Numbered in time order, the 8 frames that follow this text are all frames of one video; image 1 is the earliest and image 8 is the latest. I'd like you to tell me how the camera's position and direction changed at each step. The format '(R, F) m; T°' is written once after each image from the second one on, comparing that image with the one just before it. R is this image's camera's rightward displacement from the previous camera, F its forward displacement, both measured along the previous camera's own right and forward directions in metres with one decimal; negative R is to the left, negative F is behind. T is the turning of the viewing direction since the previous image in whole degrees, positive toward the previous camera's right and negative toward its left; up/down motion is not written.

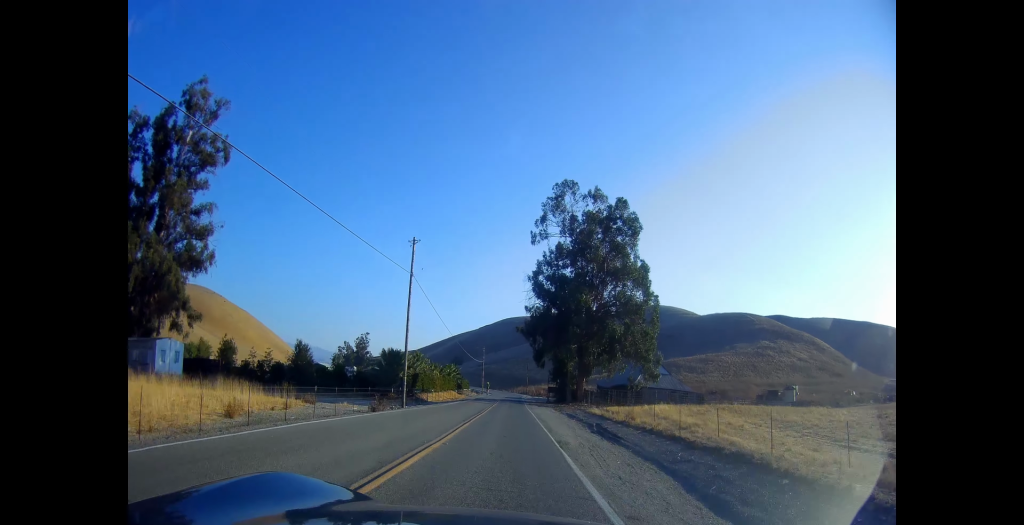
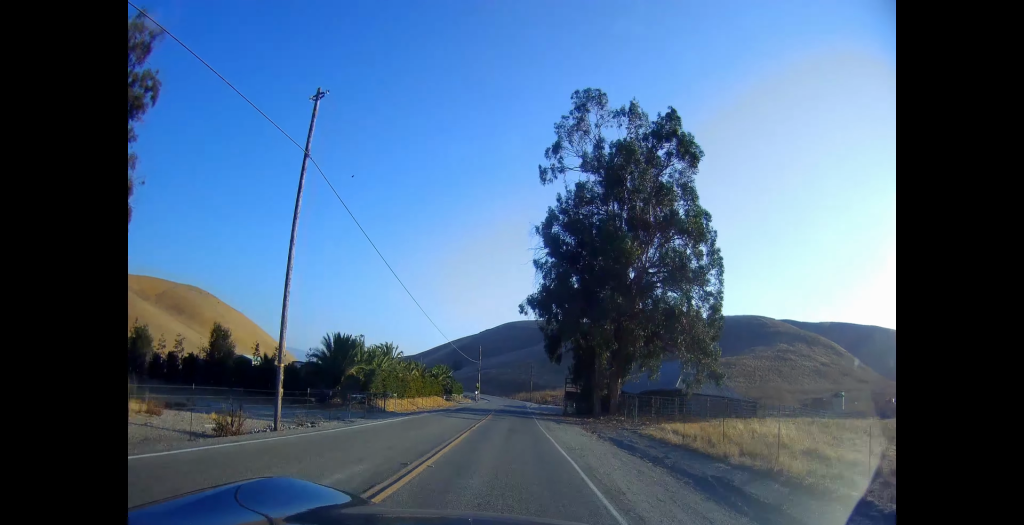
(+0.3, +18.9) m; +1°
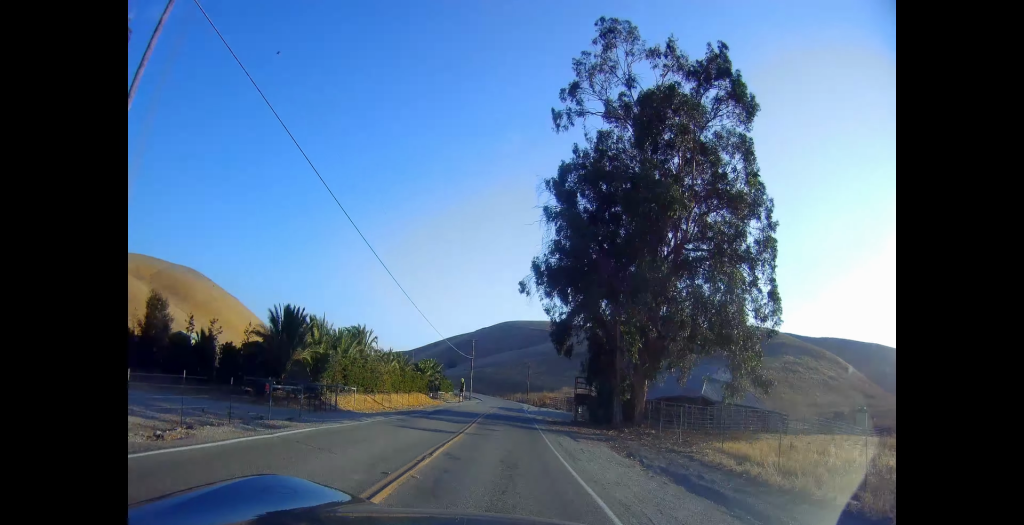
(+0.2, +9.4) m; 0°
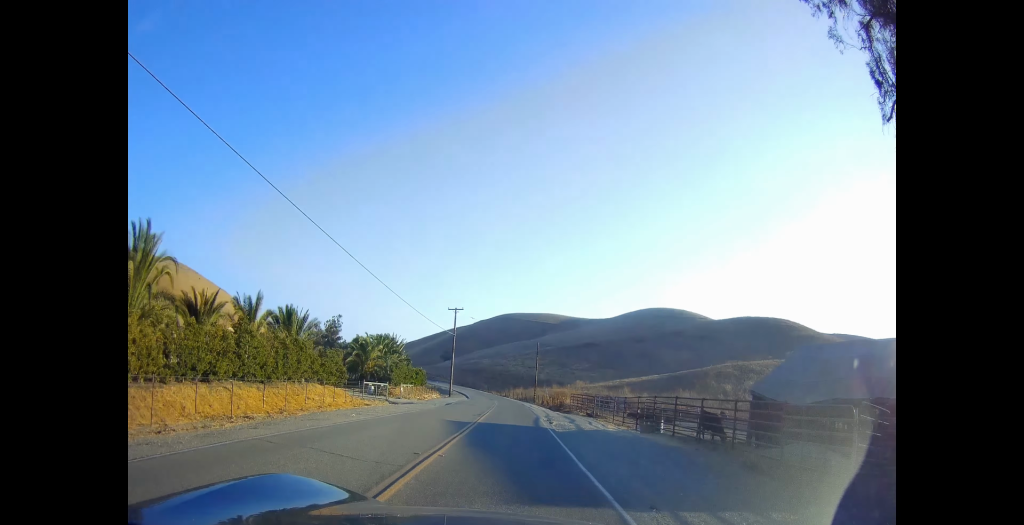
(-0.1, +32.6) m; 0°
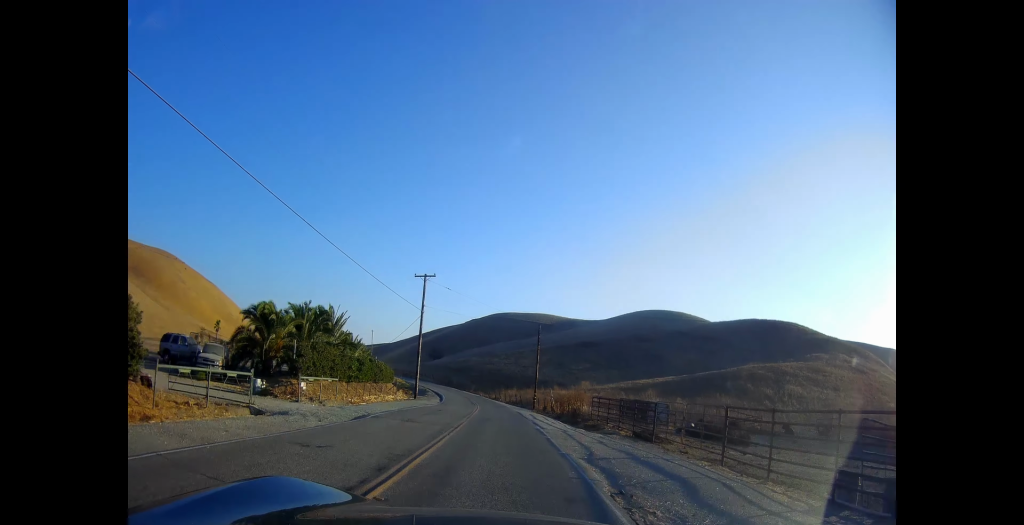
(+0.4, +19.9) m; -1°
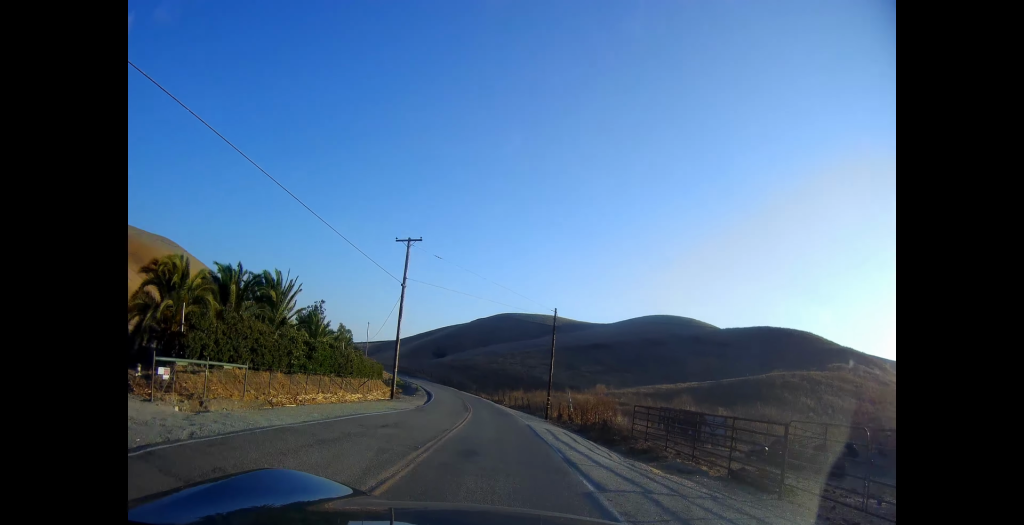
(-0.4, +11.5) m; -1°
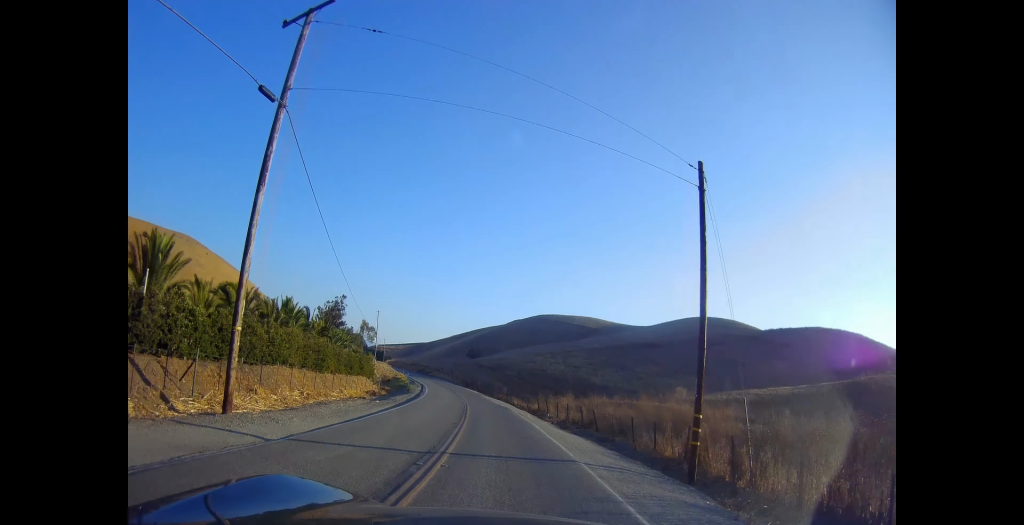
(-0.6, +25.9) m; -3°
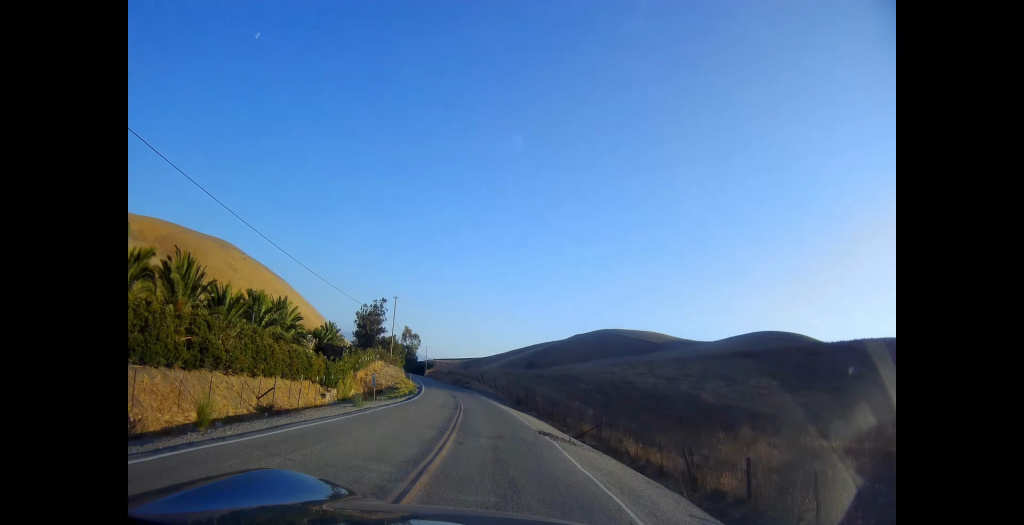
(-2.1, +35.8) m; -7°
